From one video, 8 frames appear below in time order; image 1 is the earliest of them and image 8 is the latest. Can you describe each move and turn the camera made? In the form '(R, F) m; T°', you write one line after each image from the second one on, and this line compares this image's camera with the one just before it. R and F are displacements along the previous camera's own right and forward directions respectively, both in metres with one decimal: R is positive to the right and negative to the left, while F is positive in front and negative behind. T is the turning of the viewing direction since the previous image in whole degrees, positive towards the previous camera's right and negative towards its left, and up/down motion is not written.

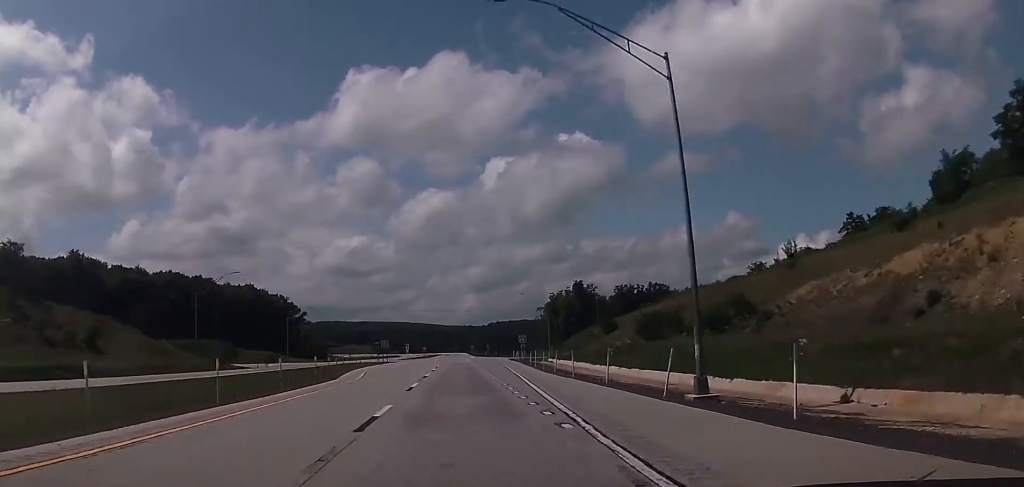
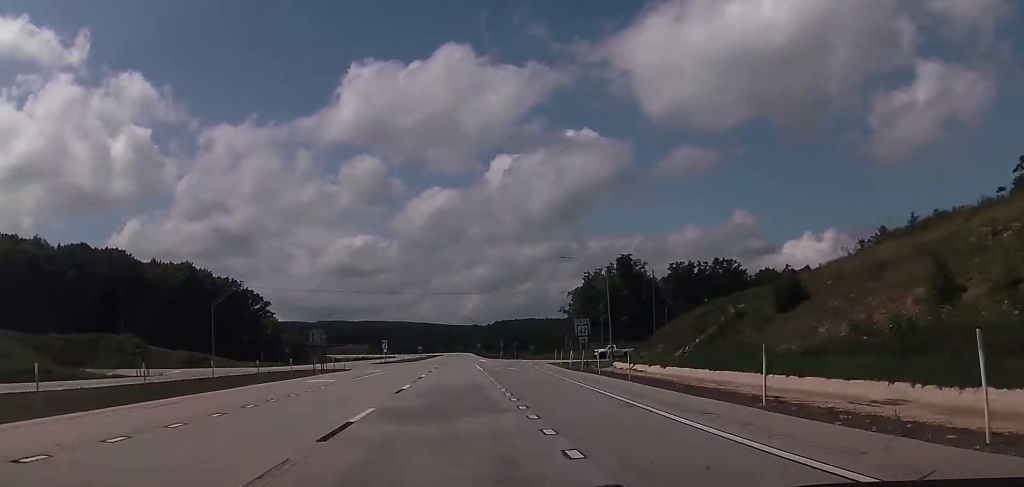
(+0.8, +49.9) m; +1°
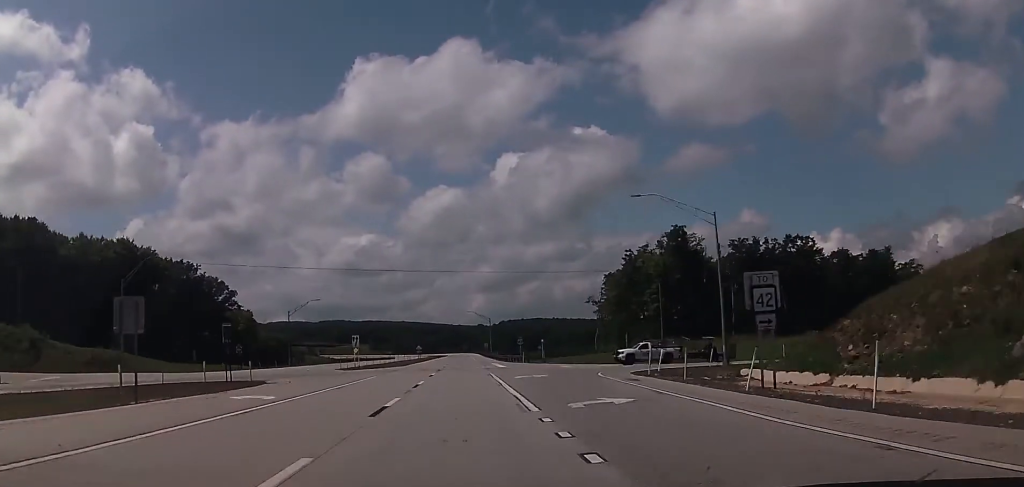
(-0.3, +31.9) m; 0°
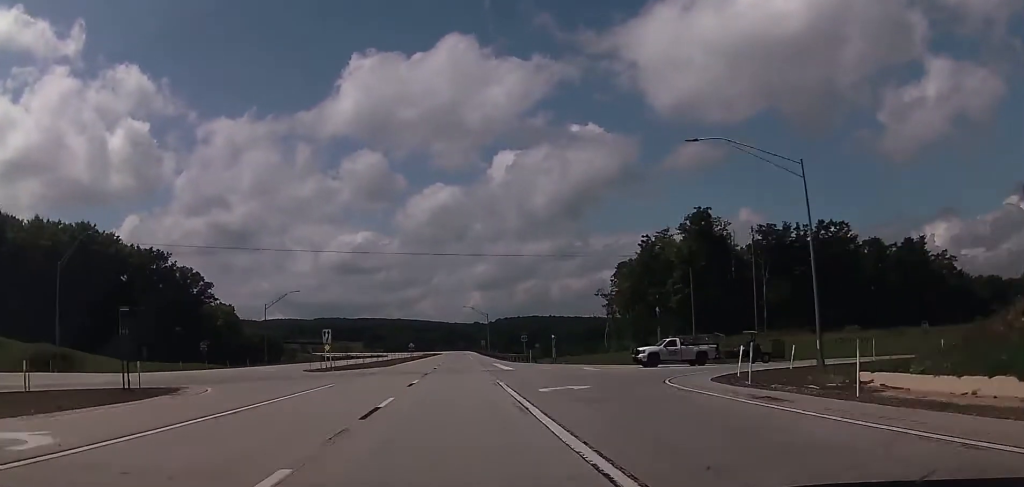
(-0.1, +13.0) m; 0°
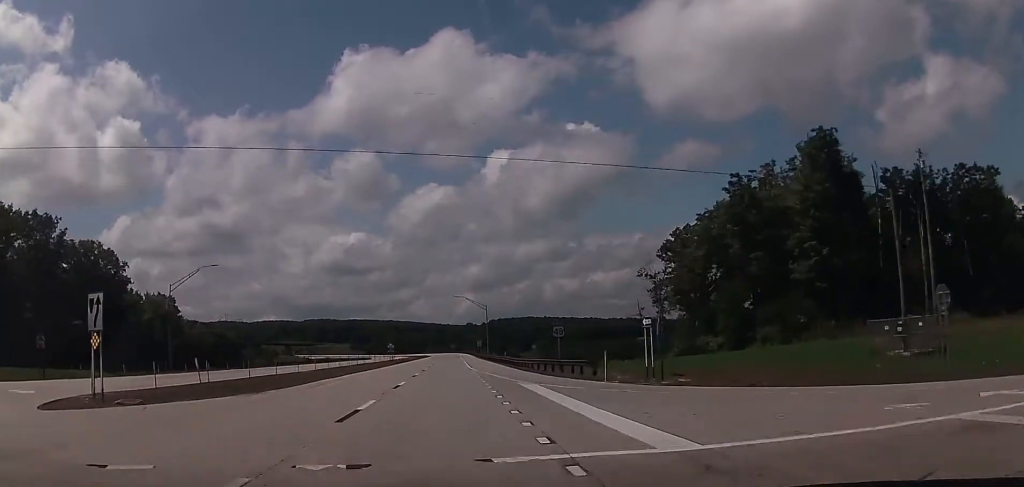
(+0.1, +37.1) m; 0°
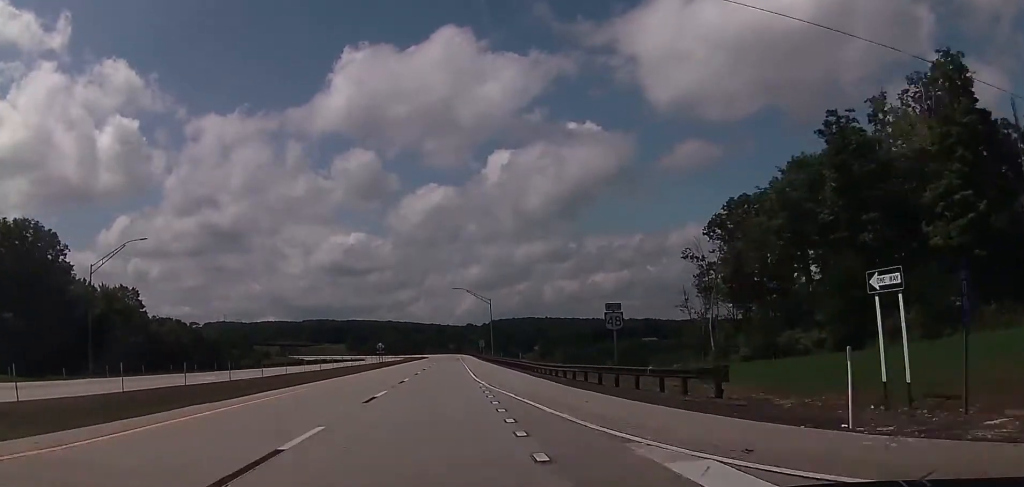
(-0.4, +19.0) m; 0°
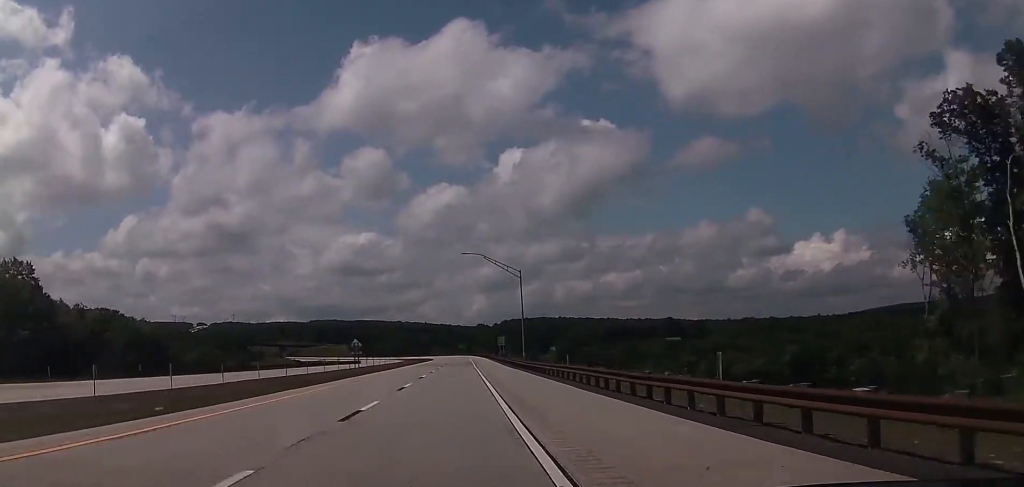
(+0.4, +41.0) m; 0°
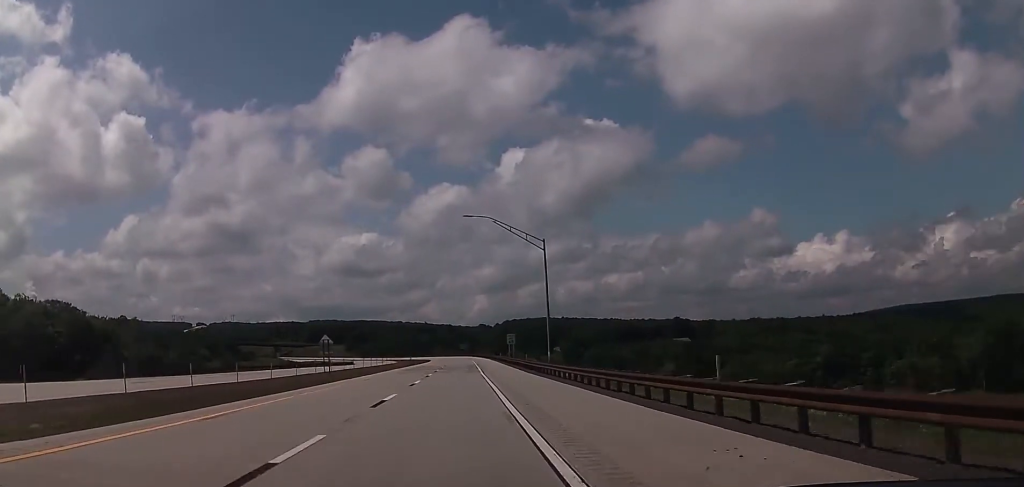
(-0.5, +20.3) m; 0°
